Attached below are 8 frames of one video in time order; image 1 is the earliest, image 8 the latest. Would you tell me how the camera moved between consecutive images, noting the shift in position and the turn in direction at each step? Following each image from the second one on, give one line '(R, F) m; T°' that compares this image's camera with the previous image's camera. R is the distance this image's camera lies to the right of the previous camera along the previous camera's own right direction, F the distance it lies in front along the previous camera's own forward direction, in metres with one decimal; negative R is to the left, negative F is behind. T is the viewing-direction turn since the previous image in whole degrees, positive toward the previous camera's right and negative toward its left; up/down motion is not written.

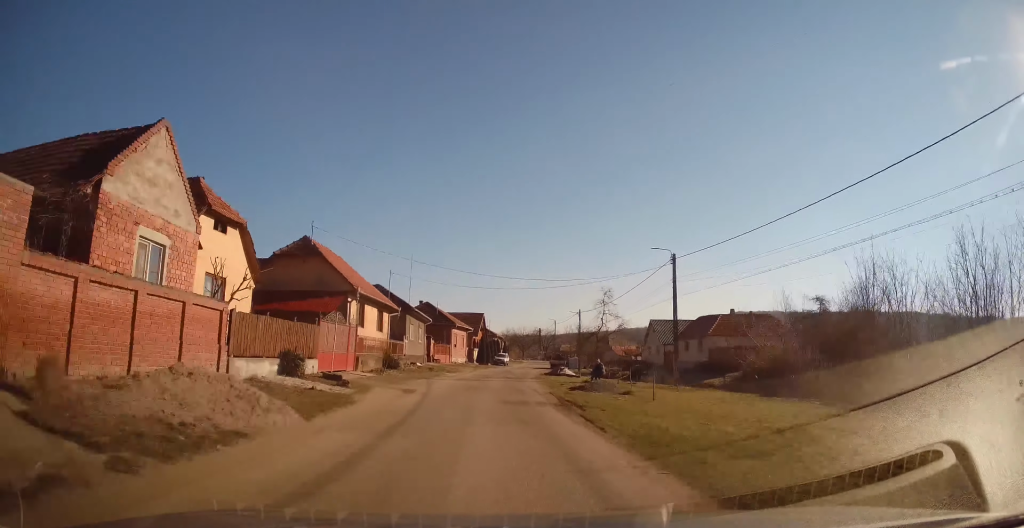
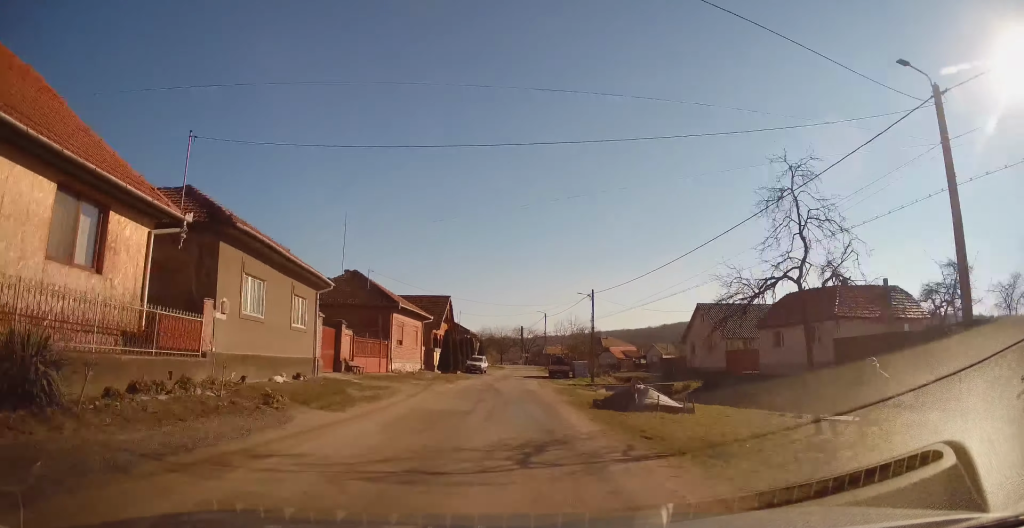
(+0.4, +23.8) m; +3°
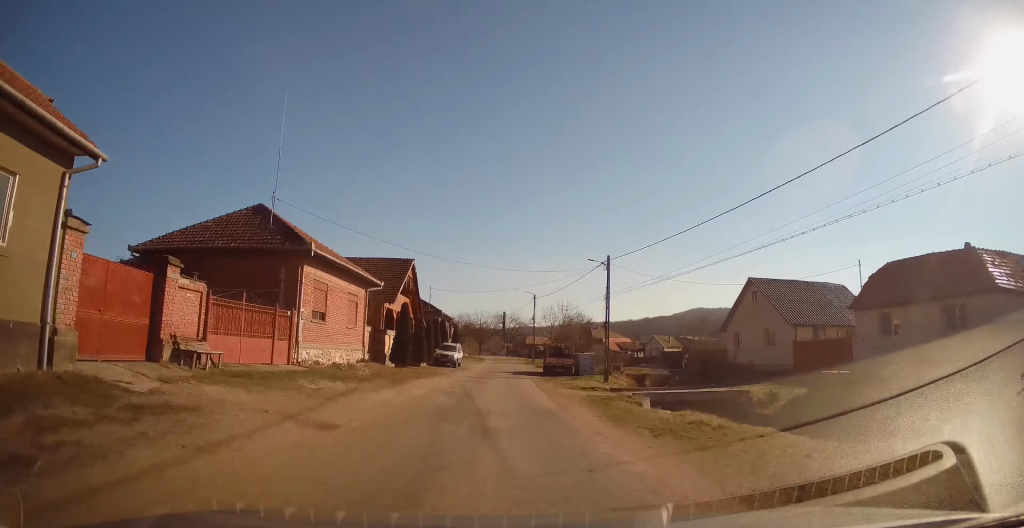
(+0.3, +13.5) m; +2°
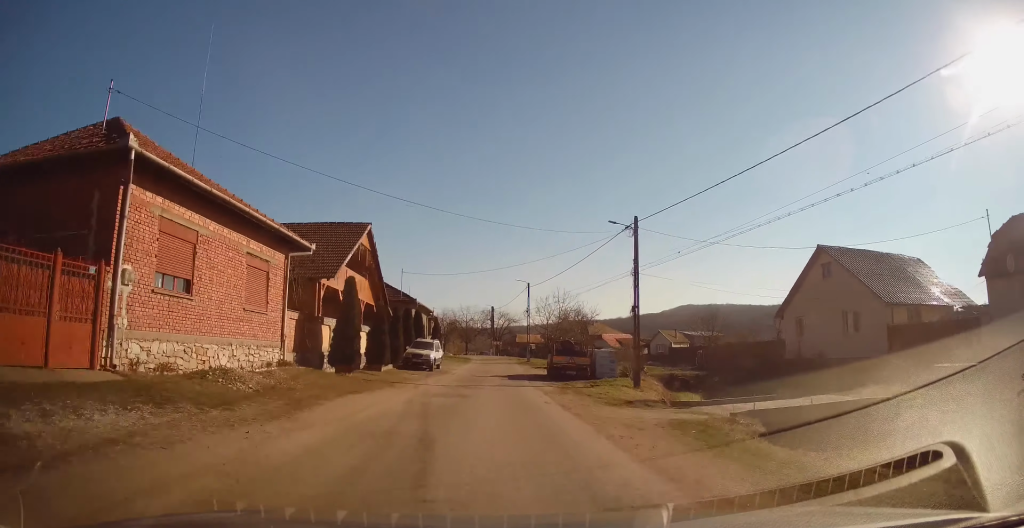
(+0.1, +9.8) m; +1°
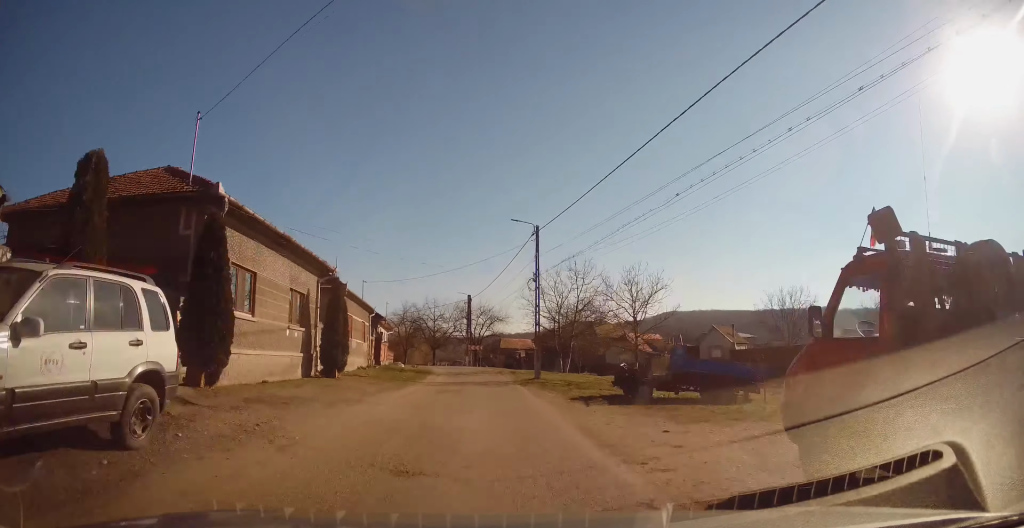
(+0.6, +27.6) m; +1°
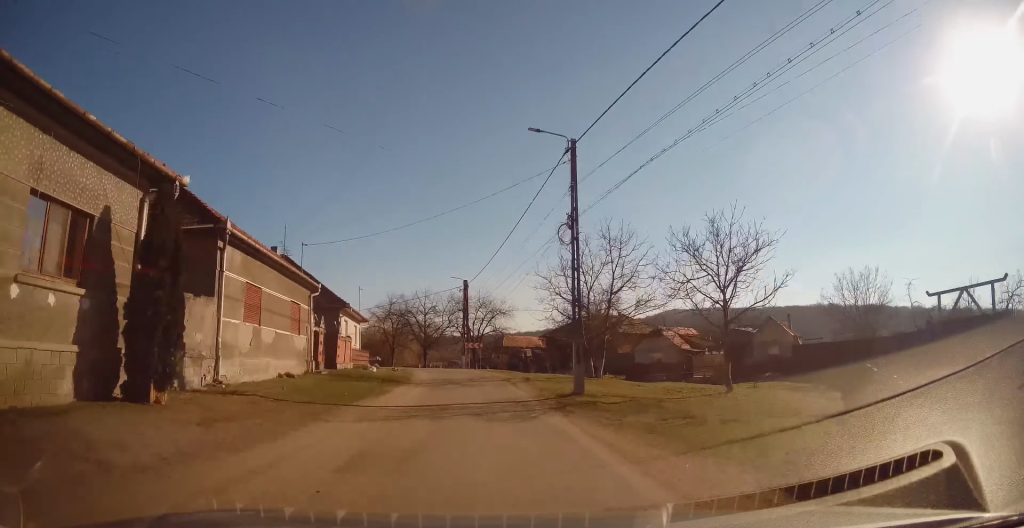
(0.0, +12.1) m; -1°
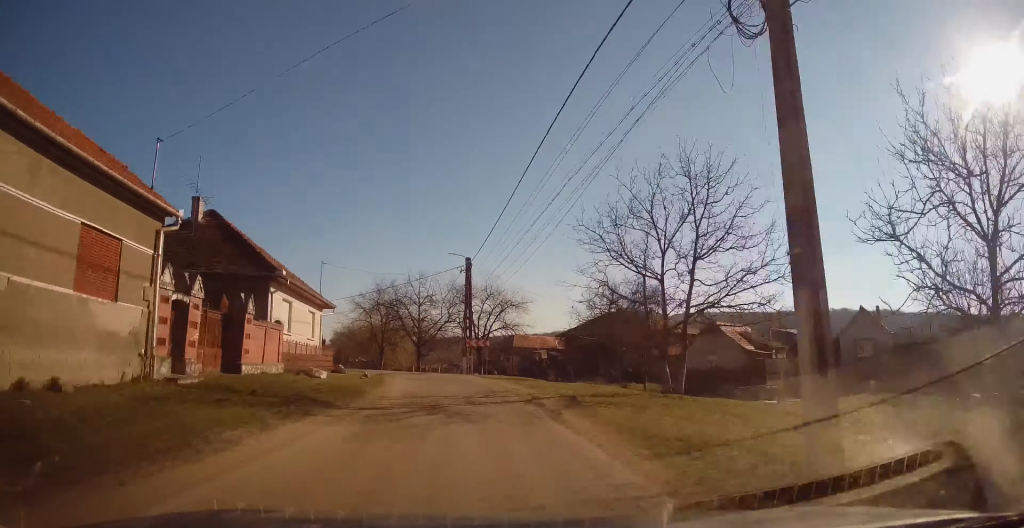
(-0.1, +12.2) m; -1°
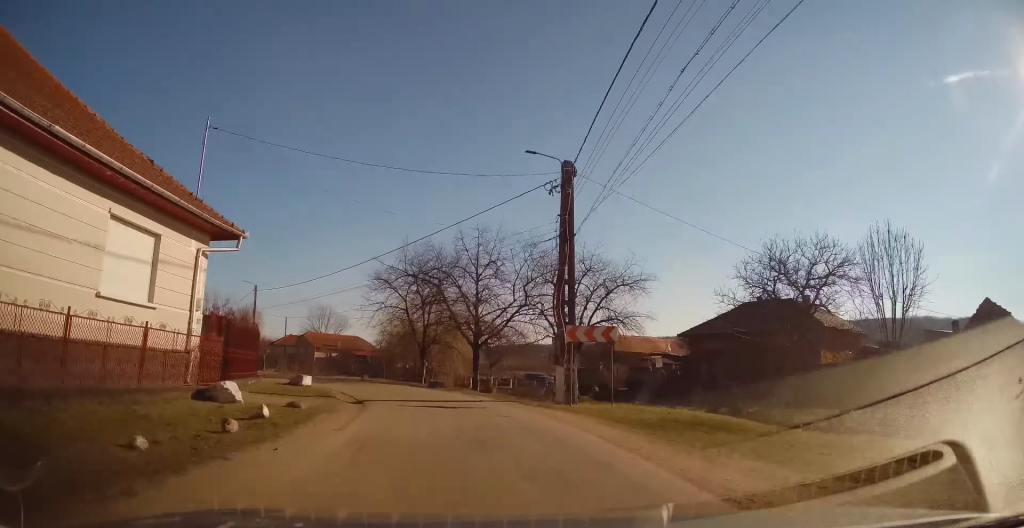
(-0.2, +20.5) m; -7°
